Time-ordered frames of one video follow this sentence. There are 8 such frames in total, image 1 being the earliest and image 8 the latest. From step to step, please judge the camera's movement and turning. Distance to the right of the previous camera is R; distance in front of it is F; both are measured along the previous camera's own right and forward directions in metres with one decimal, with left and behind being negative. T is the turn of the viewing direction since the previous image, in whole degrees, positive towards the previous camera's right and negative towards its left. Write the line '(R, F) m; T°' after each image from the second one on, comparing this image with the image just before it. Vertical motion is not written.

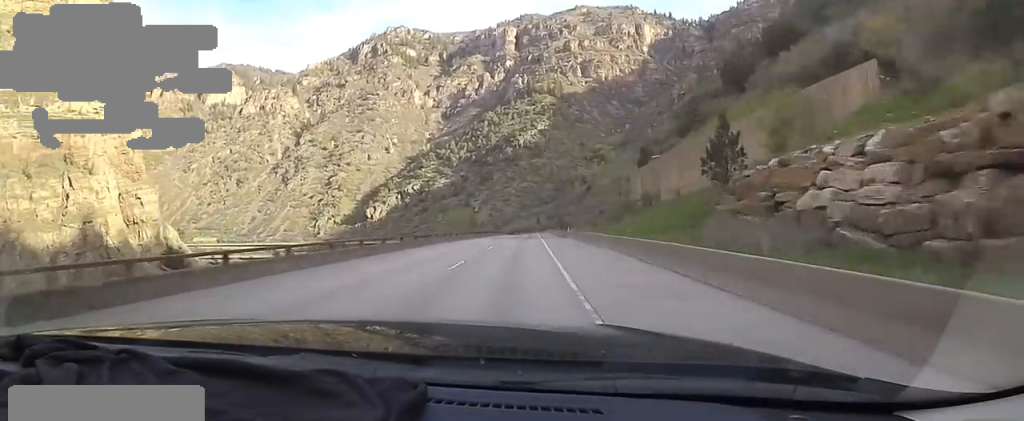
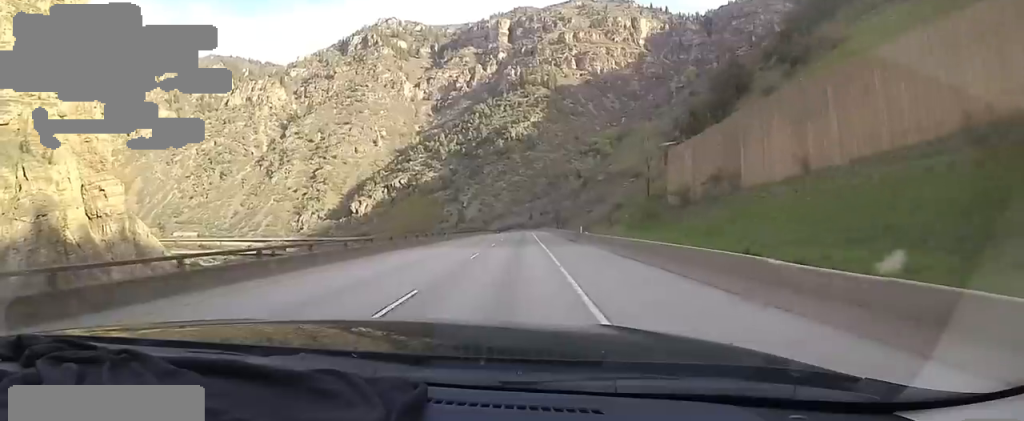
(0.0, +19.5) m; 0°
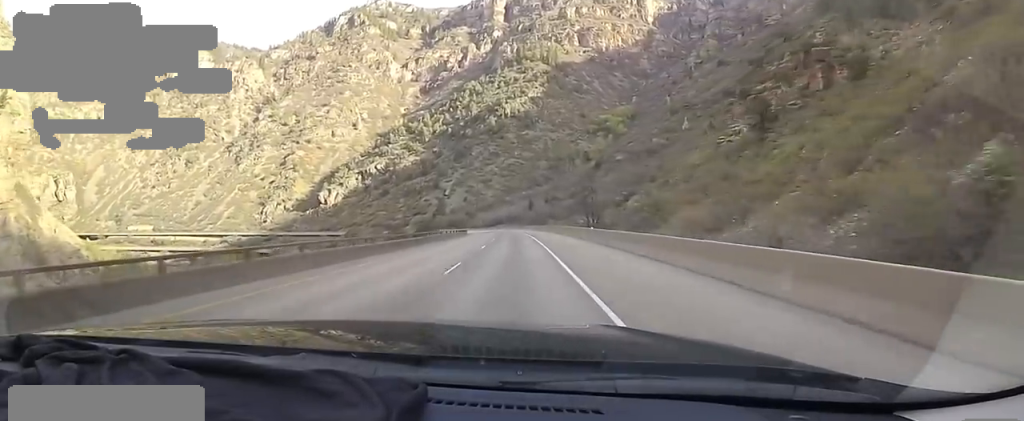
(0.0, +66.0) m; 0°
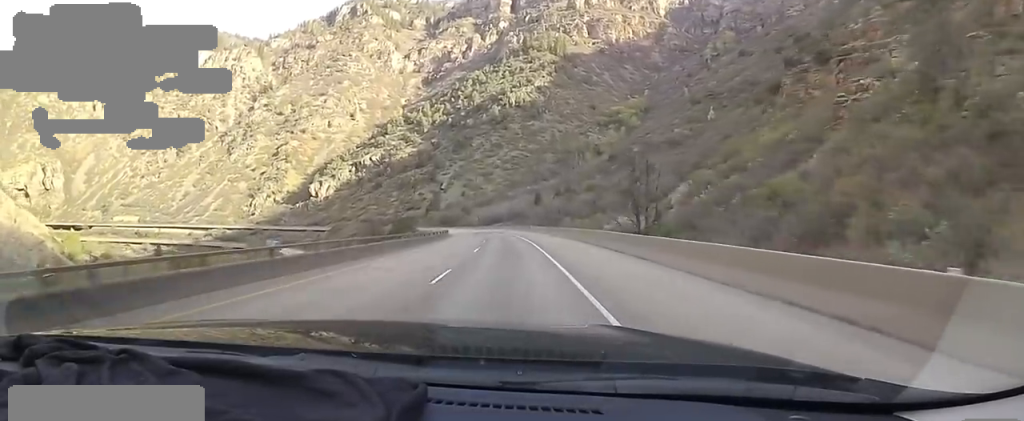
(0.0, +26.1) m; +1°
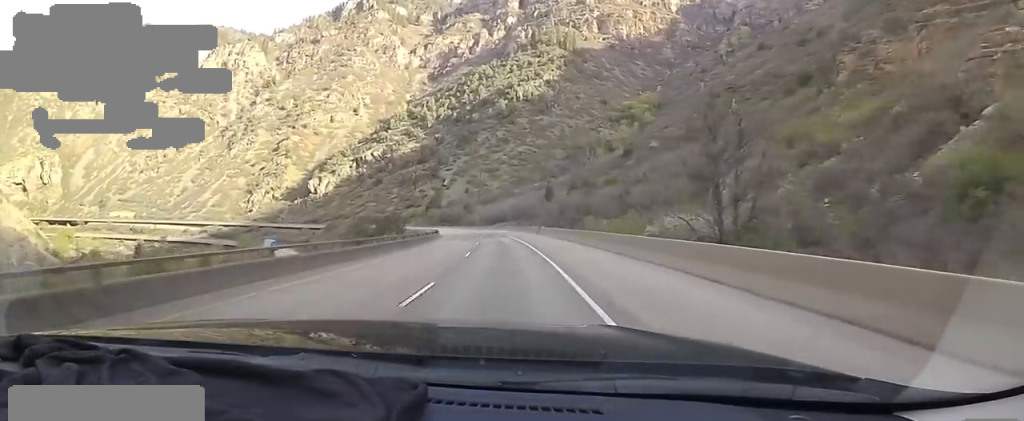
(0.0, +15.3) m; 0°
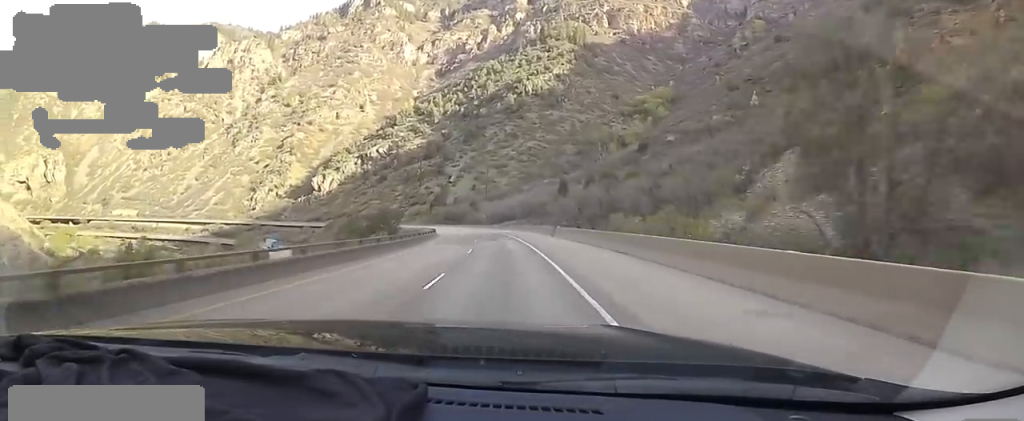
(+0.3, +10.3) m; -1°
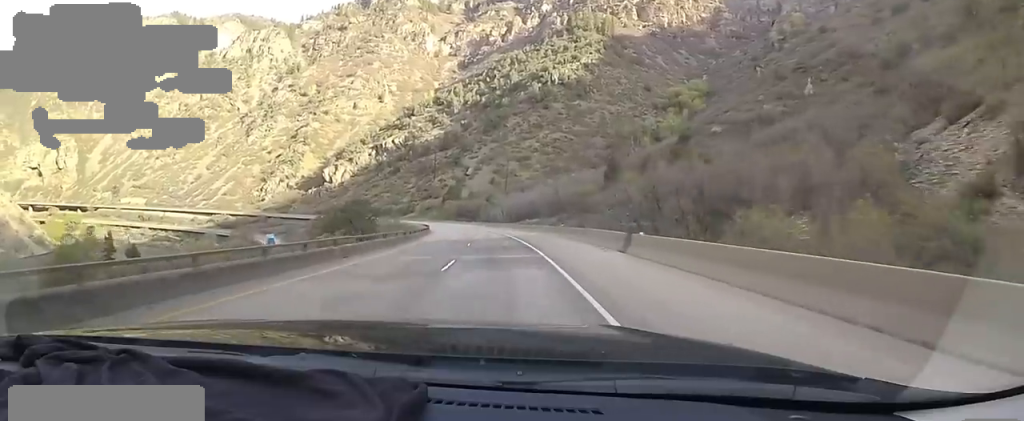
(-0.3, +21.4) m; -3°
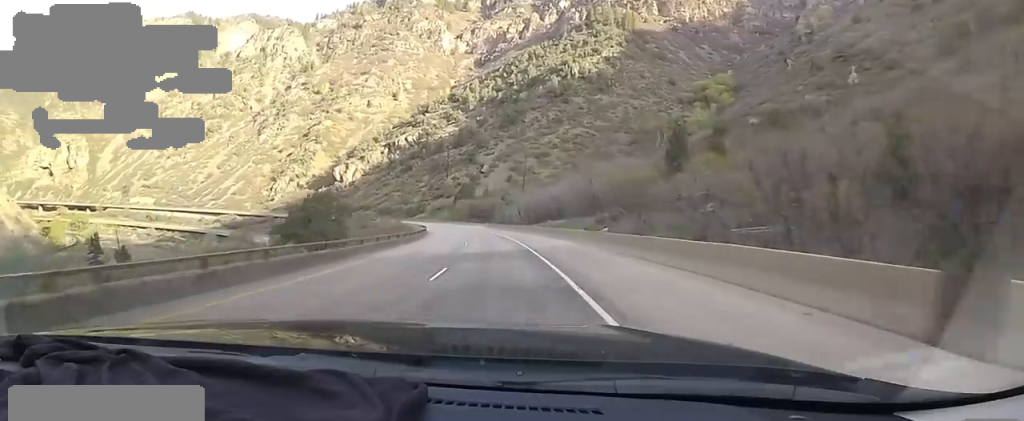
(-0.4, +14.5) m; -3°
